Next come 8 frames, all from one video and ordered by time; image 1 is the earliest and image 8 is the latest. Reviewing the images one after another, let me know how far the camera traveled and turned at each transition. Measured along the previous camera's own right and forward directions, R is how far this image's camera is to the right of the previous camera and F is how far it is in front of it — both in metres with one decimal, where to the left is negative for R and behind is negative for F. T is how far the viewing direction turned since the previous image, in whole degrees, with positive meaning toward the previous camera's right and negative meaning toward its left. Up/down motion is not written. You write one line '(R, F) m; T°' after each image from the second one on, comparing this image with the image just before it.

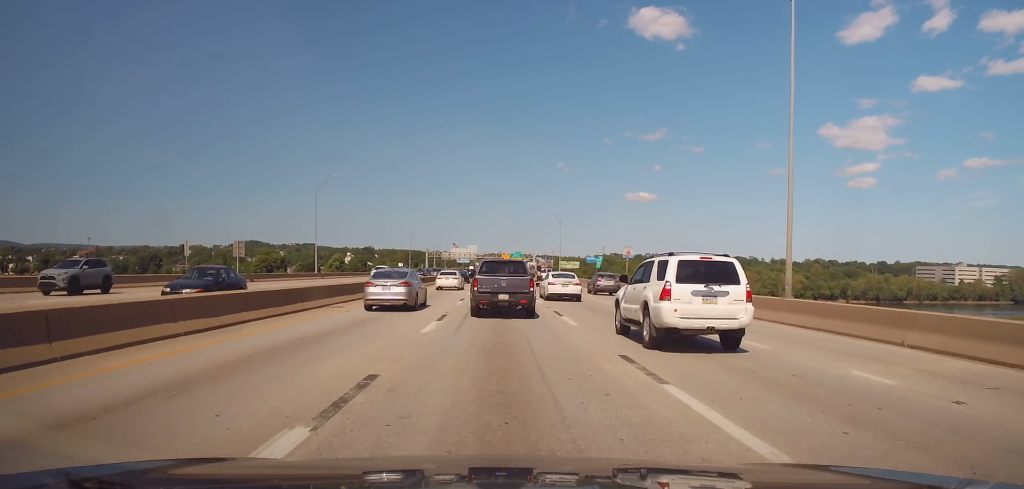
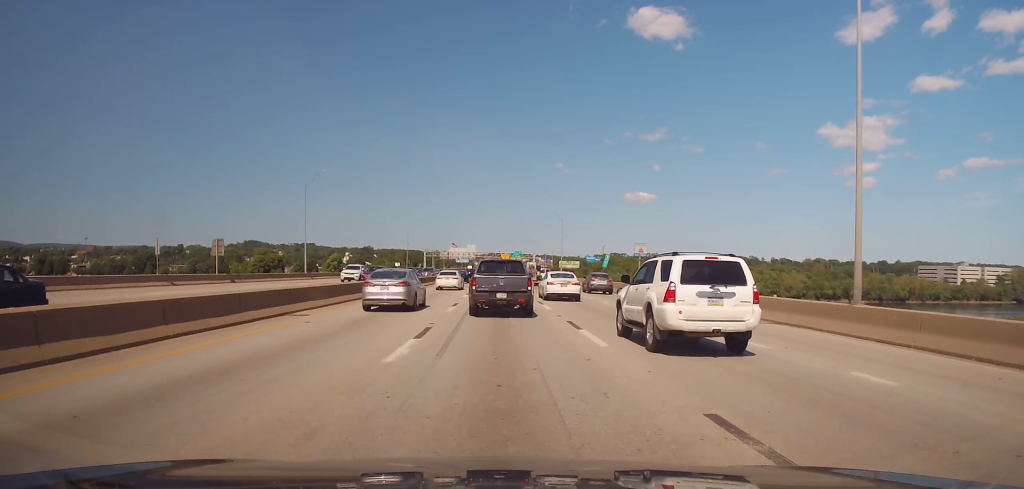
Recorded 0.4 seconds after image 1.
(-0.1, +4.5) m; +1°
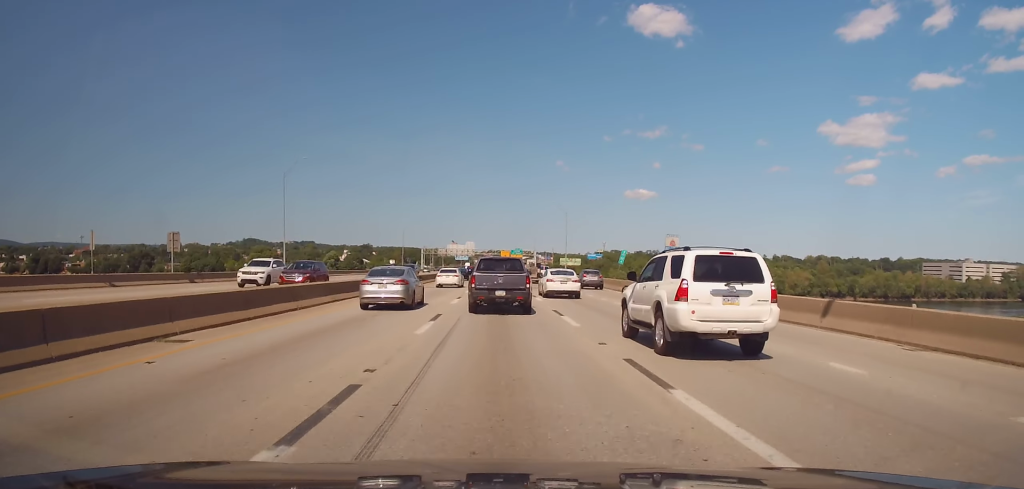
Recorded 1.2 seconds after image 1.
(+0.5, +8.2) m; 0°
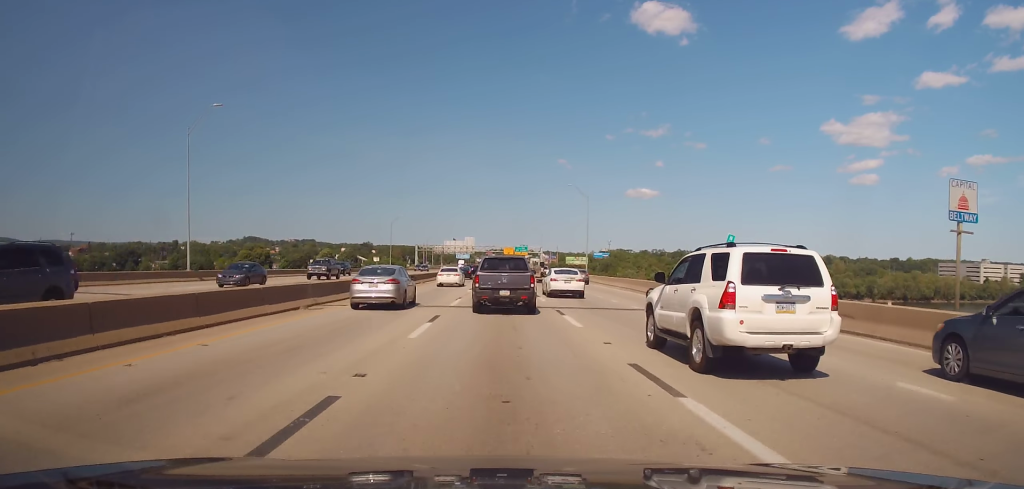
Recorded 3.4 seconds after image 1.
(-1.3, +24.5) m; -2°
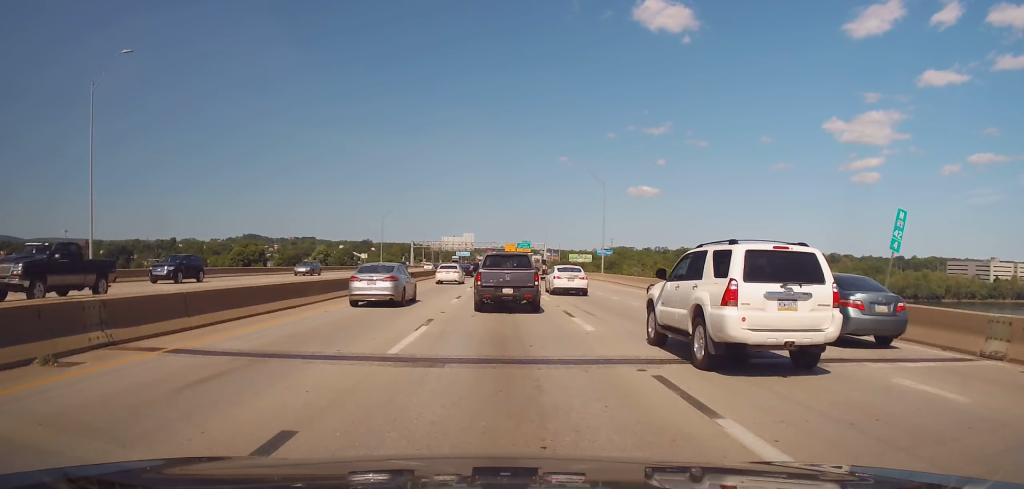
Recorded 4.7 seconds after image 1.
(+0.3, +13.7) m; +2°
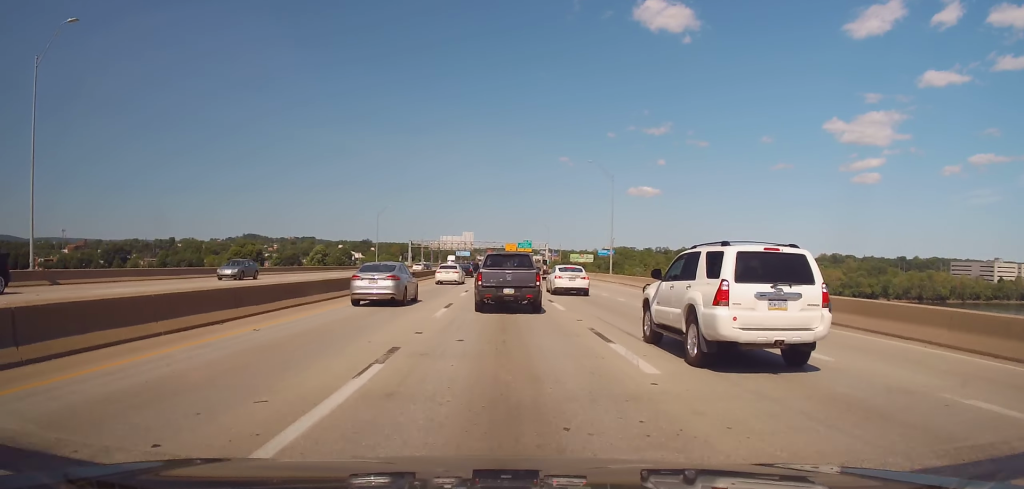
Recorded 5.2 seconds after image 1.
(0.0, +5.9) m; +1°
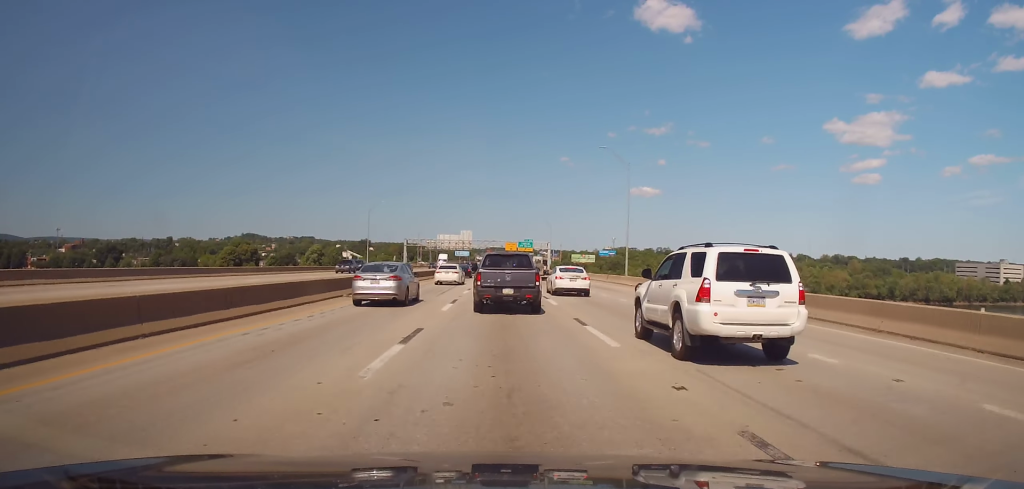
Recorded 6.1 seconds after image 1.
(+0.1, +9.3) m; -2°
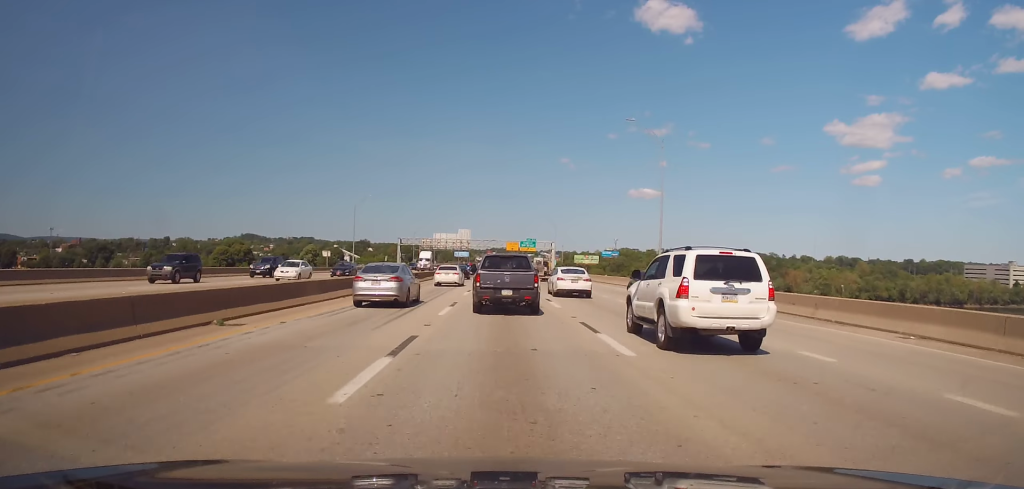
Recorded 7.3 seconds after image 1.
(-0.7, +13.1) m; -1°
